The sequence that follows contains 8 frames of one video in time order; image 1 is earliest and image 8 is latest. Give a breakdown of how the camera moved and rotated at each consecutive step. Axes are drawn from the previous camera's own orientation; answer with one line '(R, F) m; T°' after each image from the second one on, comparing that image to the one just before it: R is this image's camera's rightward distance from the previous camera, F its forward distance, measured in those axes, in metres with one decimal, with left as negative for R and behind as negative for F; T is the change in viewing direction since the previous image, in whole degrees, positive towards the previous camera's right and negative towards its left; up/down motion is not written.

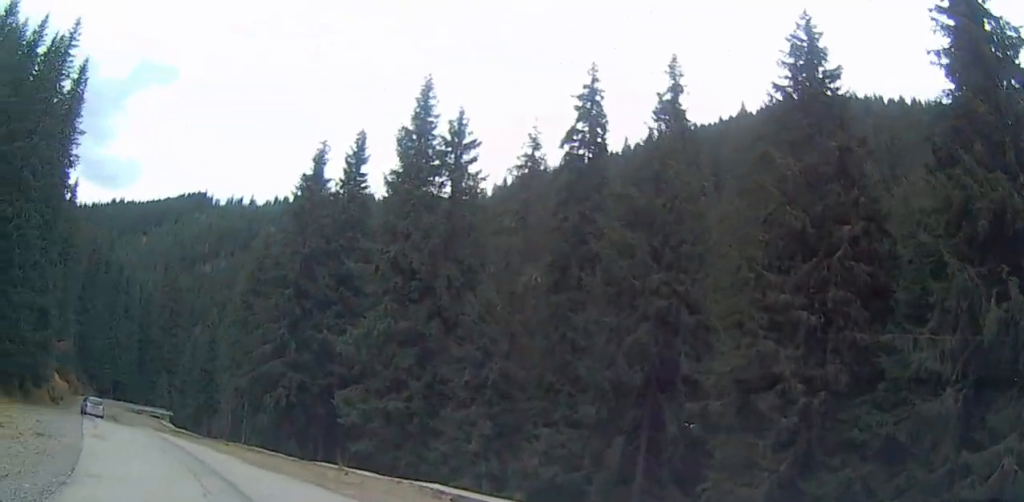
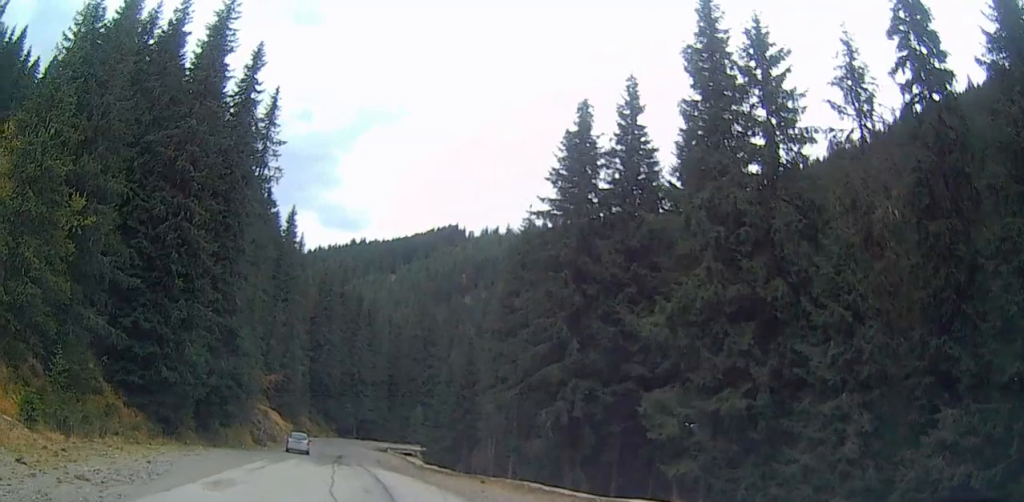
(-2.8, +9.5) m; -22°
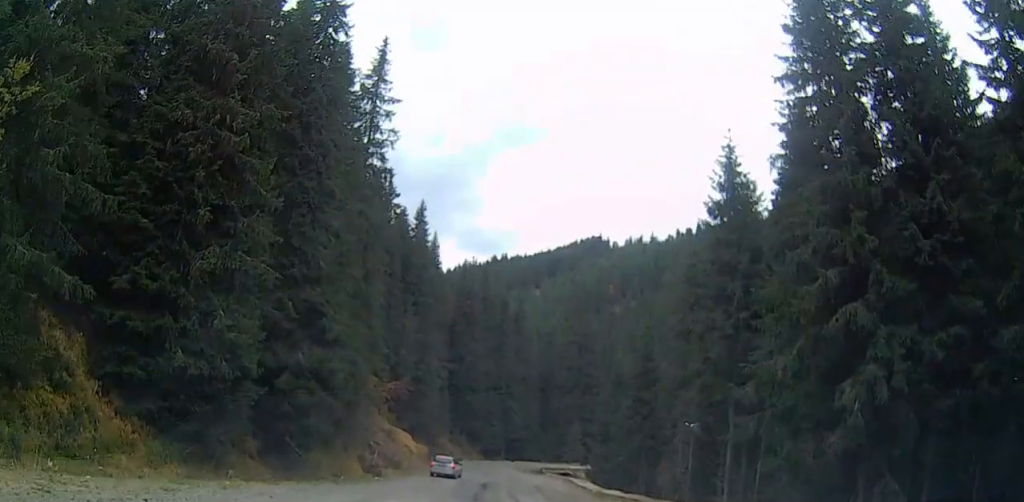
(-1.4, +13.9) m; -14°
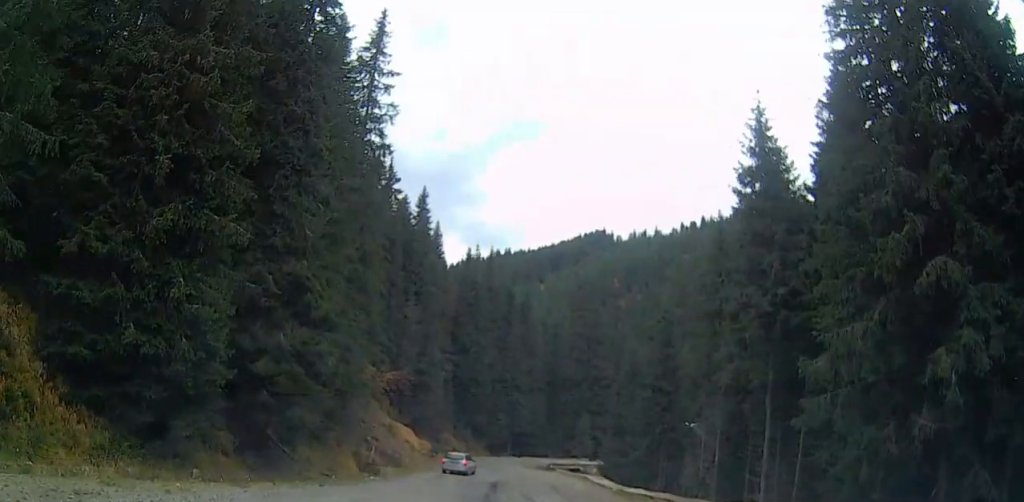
(-0.1, +3.8) m; -4°
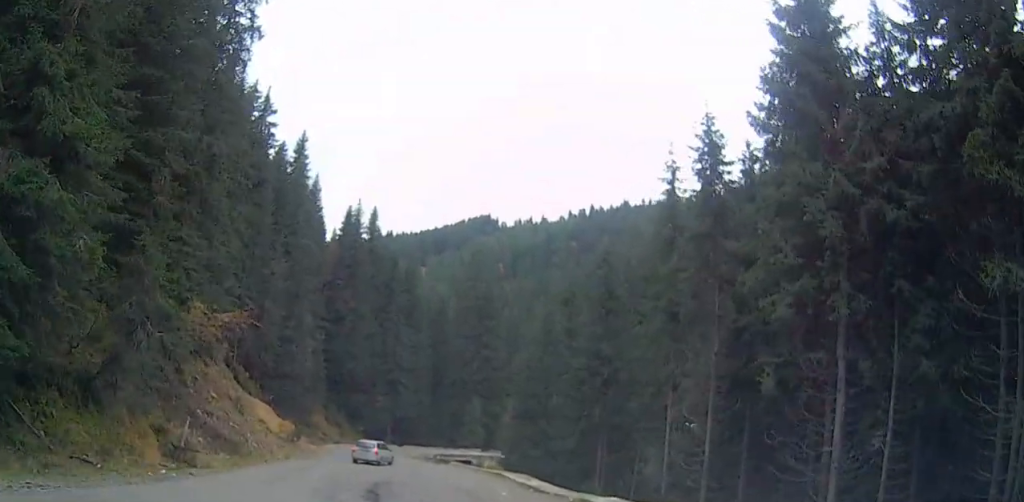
(-0.1, +14.8) m; +7°
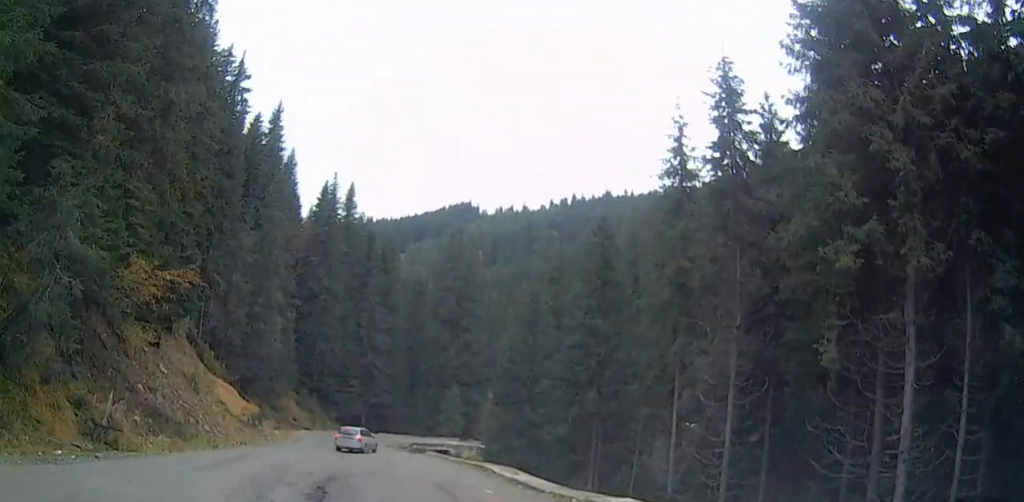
(+0.2, +4.6) m; +2°
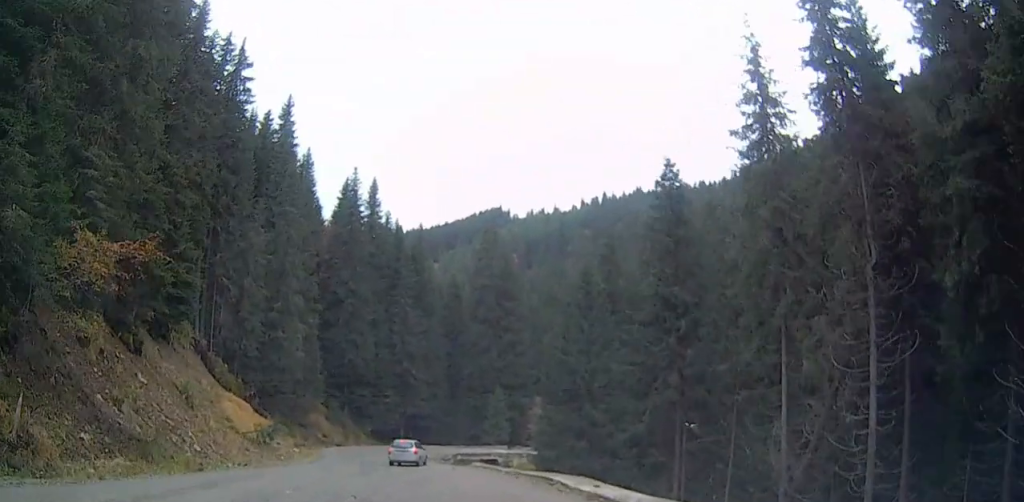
(+0.2, +6.7) m; +1°
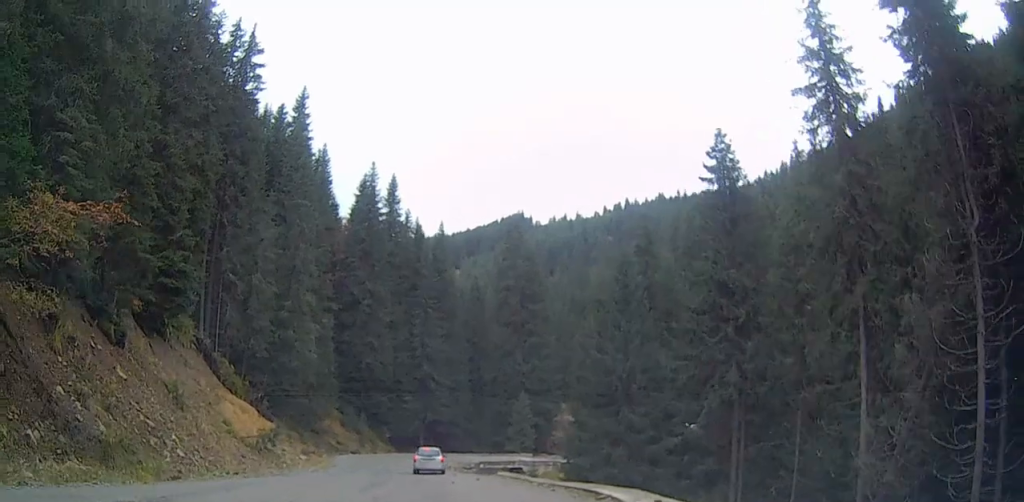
(-0.2, +3.8) m; 0°
